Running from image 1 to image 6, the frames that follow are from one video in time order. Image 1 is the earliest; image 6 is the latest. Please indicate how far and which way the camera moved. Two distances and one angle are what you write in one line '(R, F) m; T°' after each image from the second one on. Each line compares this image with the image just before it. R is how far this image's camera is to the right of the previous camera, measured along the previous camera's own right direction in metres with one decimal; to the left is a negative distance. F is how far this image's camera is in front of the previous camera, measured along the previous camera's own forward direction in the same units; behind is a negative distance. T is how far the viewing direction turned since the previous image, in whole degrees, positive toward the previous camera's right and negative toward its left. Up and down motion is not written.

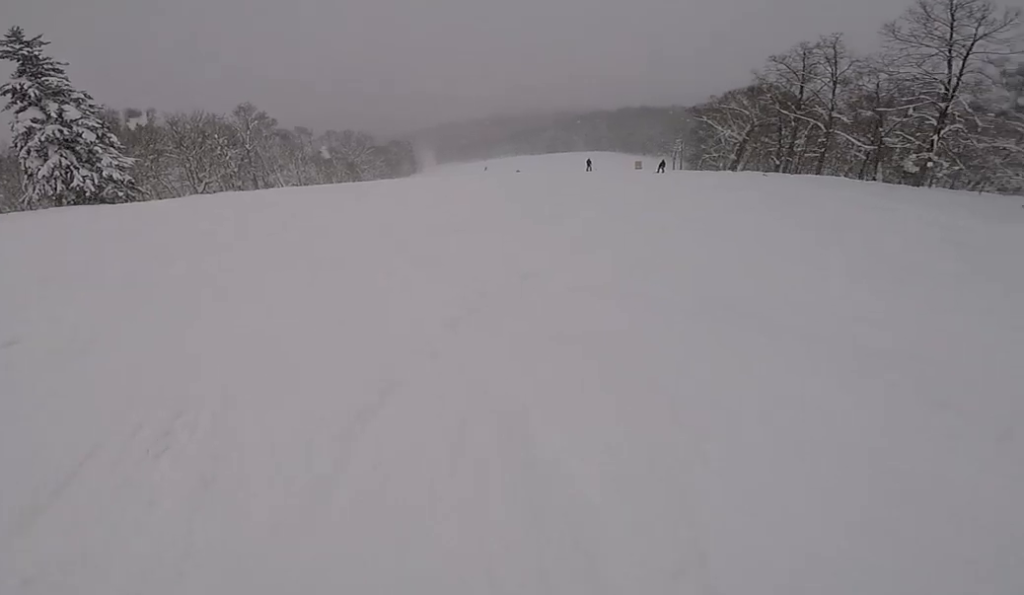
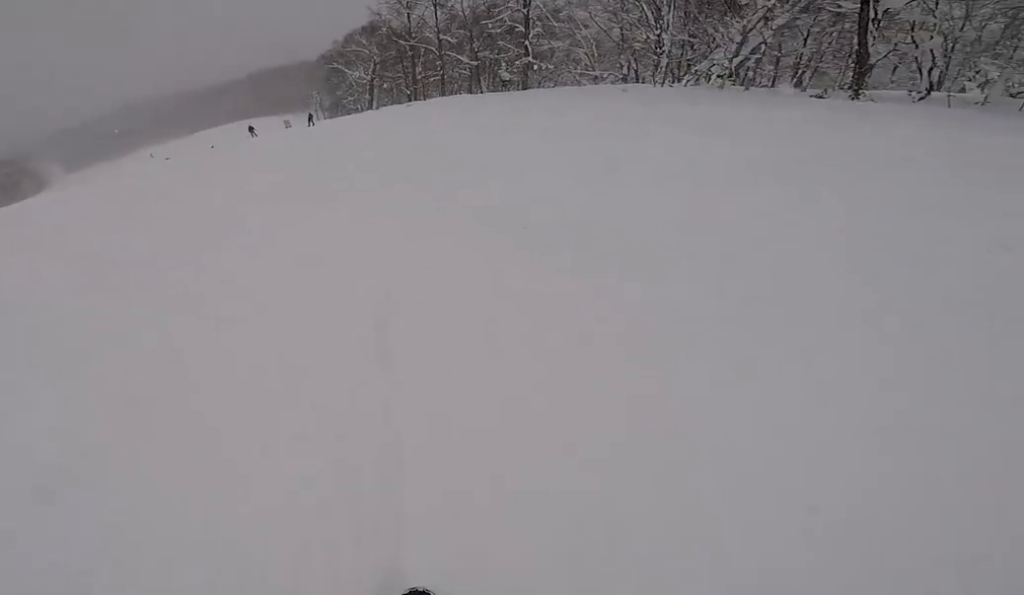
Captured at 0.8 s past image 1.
(+0.4, +3.8) m; +20°
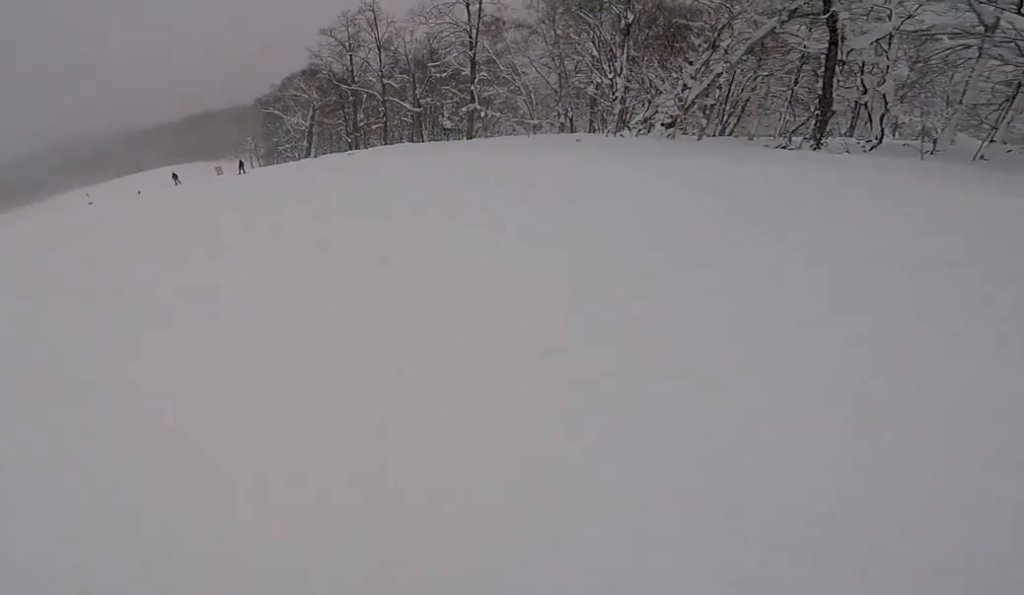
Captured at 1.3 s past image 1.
(+0.6, +2.5) m; +2°
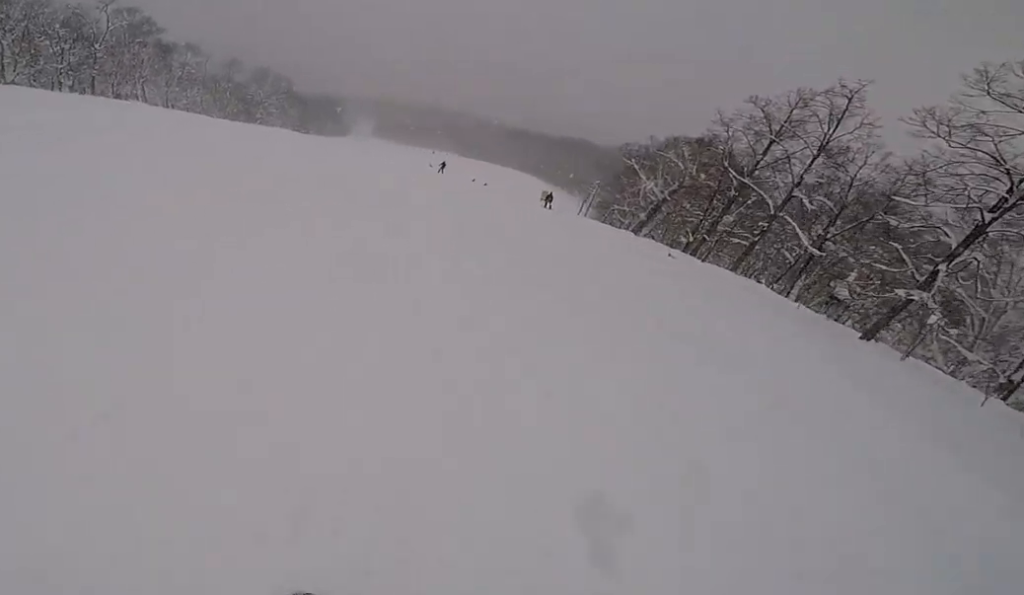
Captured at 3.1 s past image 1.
(-1.6, +8.7) m; -32°
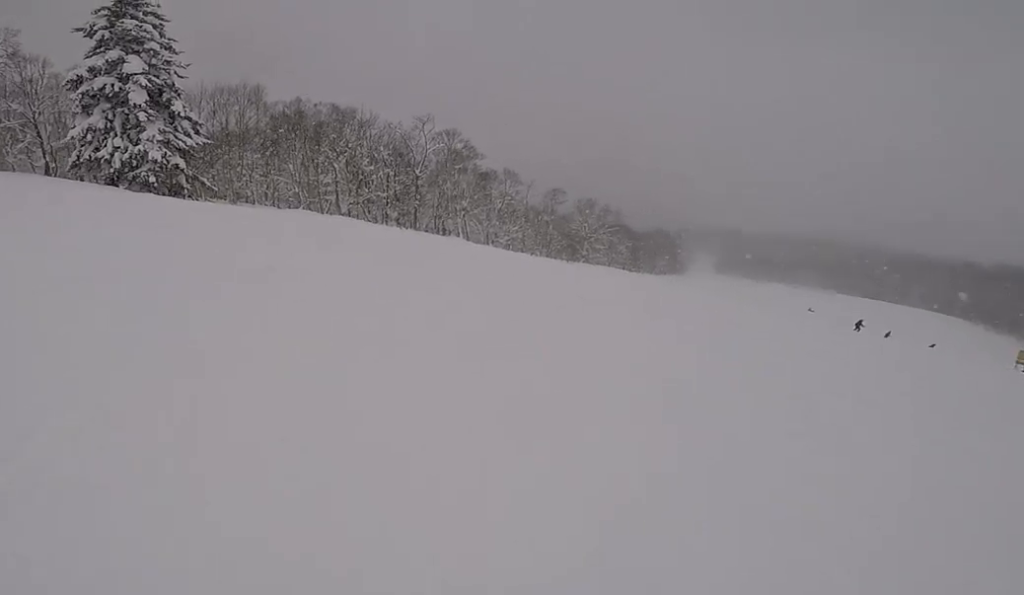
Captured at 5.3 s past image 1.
(-2.5, +11.3) m; -12°
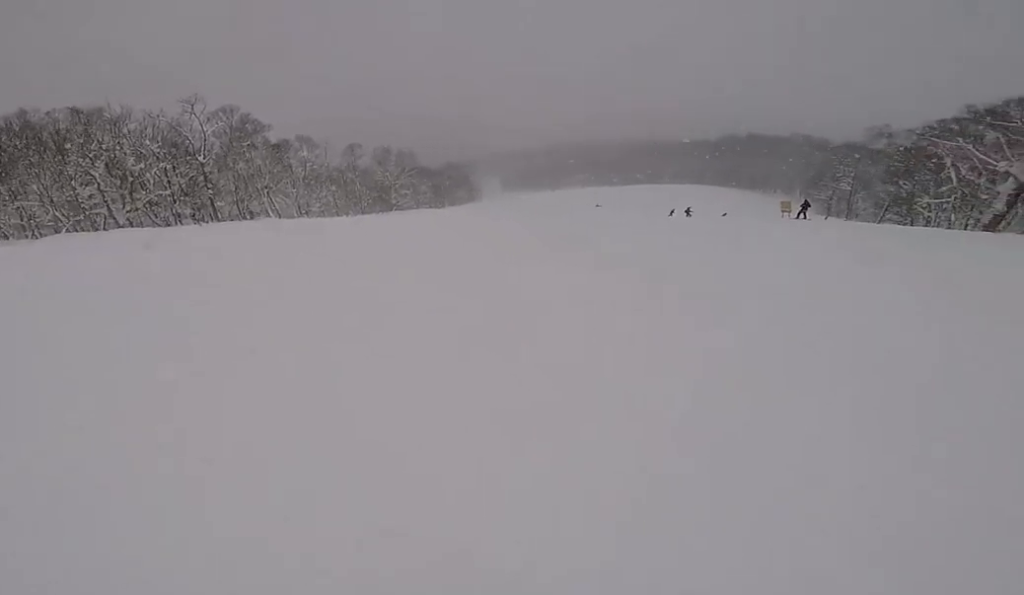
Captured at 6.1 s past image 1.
(+0.2, +4.3) m; +11°
